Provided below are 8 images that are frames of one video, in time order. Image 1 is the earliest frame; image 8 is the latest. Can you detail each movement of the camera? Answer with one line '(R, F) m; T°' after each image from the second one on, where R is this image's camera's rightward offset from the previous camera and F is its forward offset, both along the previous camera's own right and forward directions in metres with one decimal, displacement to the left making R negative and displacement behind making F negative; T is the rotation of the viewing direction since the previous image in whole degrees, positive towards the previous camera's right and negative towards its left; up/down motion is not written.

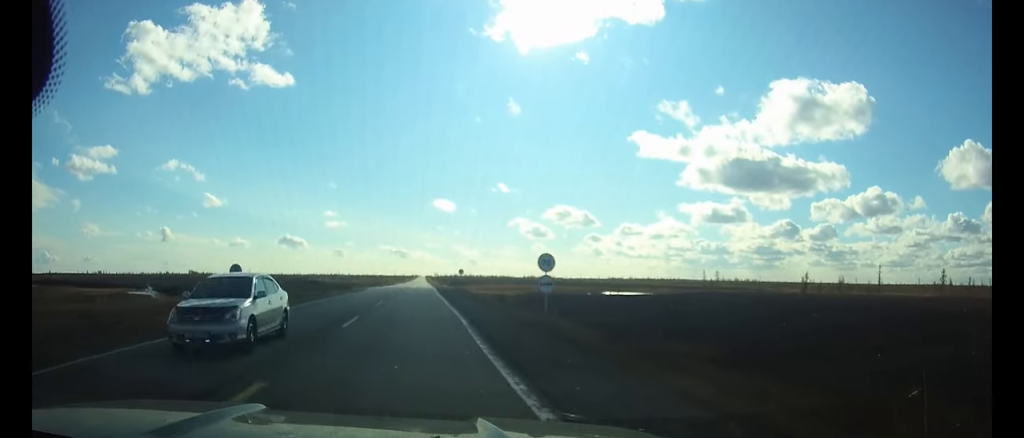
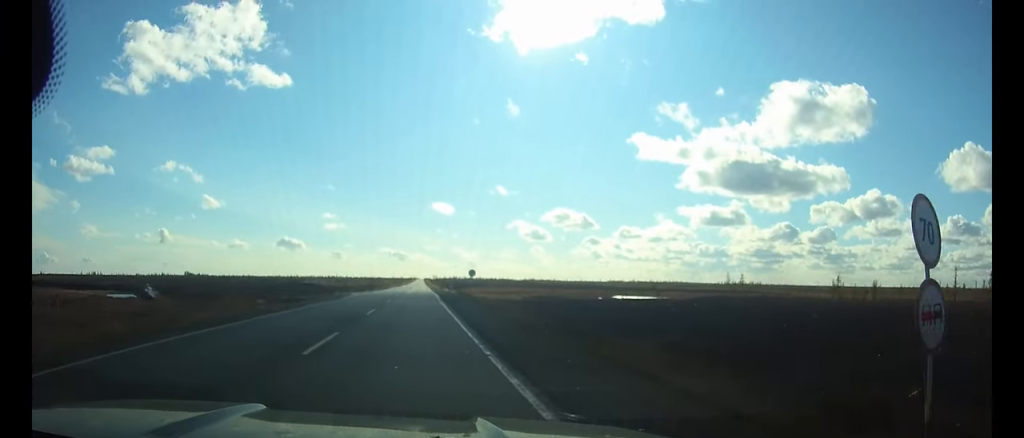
(0.0, +16.2) m; 0°
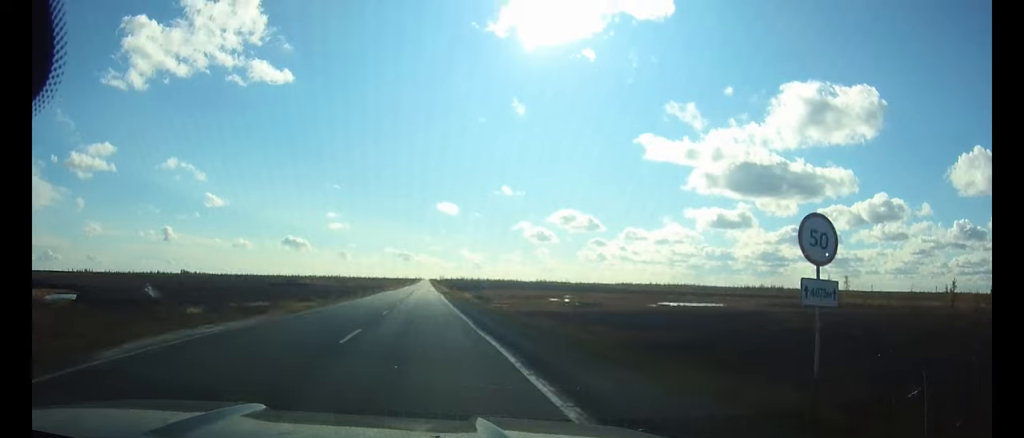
(-0.1, +44.8) m; 0°
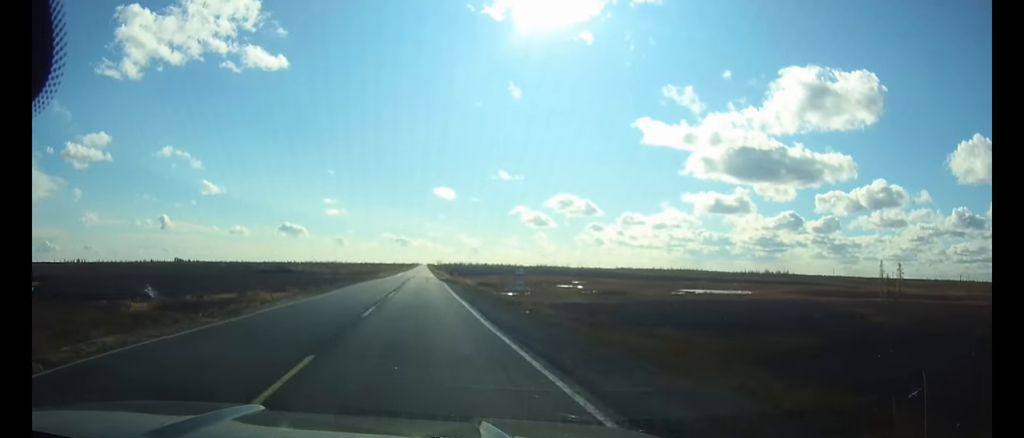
(+0.1, +18.3) m; 0°
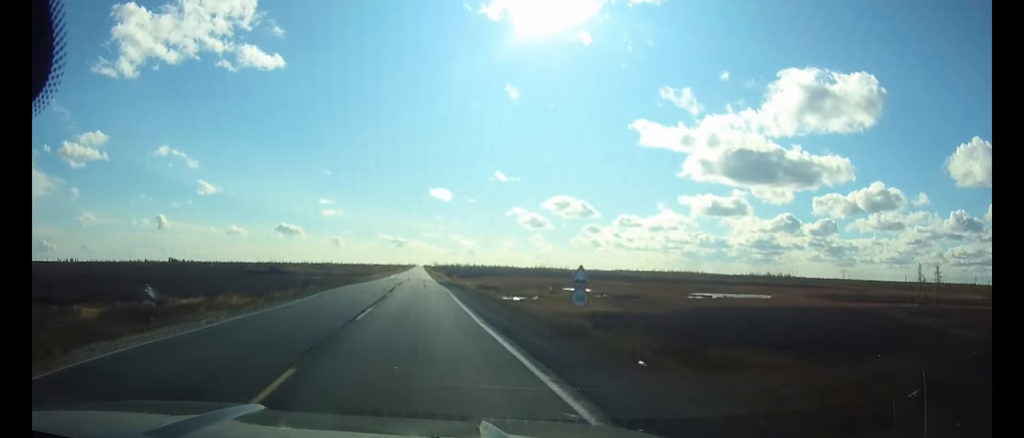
(0.0, +13.0) m; 0°
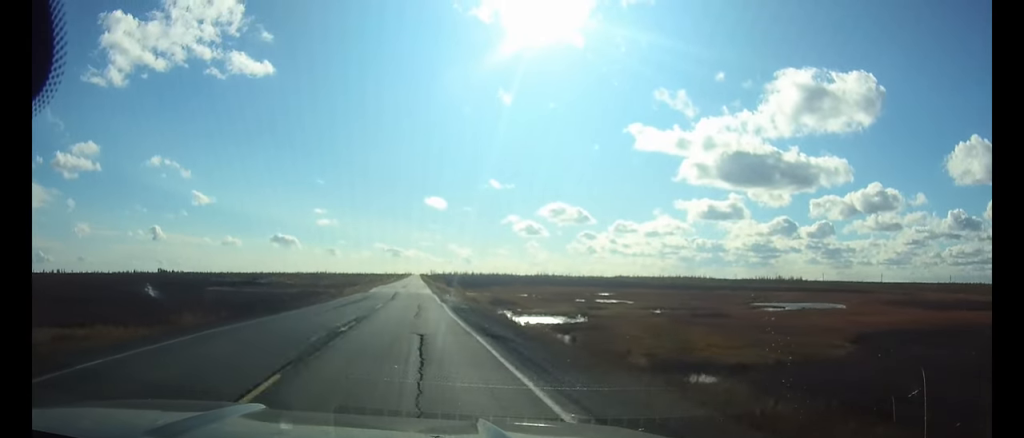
(+0.2, +37.4) m; 0°
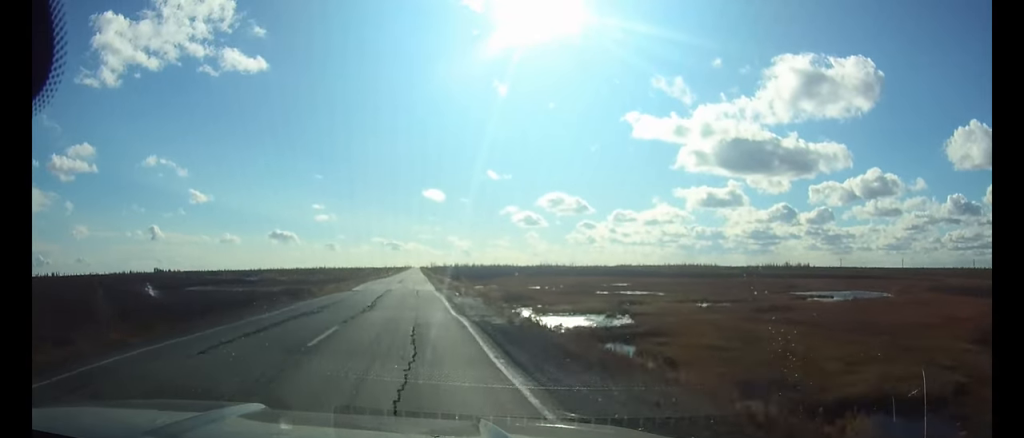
(0.0, +17.6) m; 0°
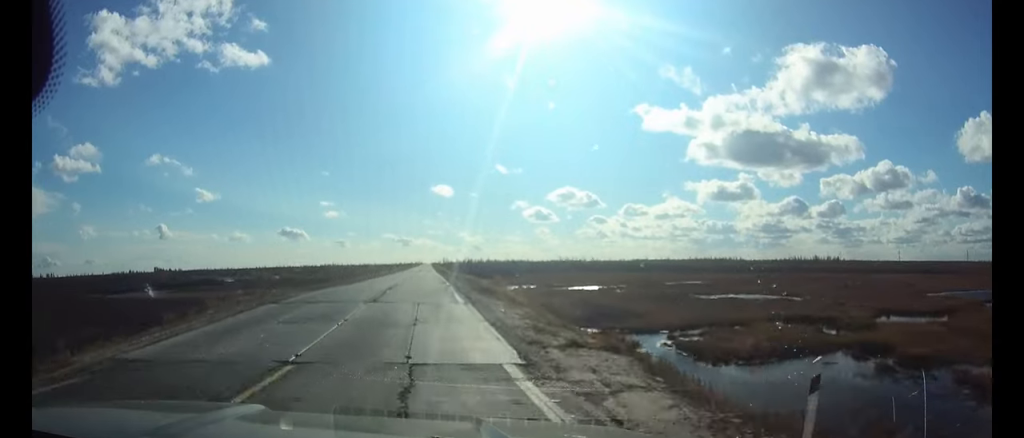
(-0.4, +41.6) m; -1°
